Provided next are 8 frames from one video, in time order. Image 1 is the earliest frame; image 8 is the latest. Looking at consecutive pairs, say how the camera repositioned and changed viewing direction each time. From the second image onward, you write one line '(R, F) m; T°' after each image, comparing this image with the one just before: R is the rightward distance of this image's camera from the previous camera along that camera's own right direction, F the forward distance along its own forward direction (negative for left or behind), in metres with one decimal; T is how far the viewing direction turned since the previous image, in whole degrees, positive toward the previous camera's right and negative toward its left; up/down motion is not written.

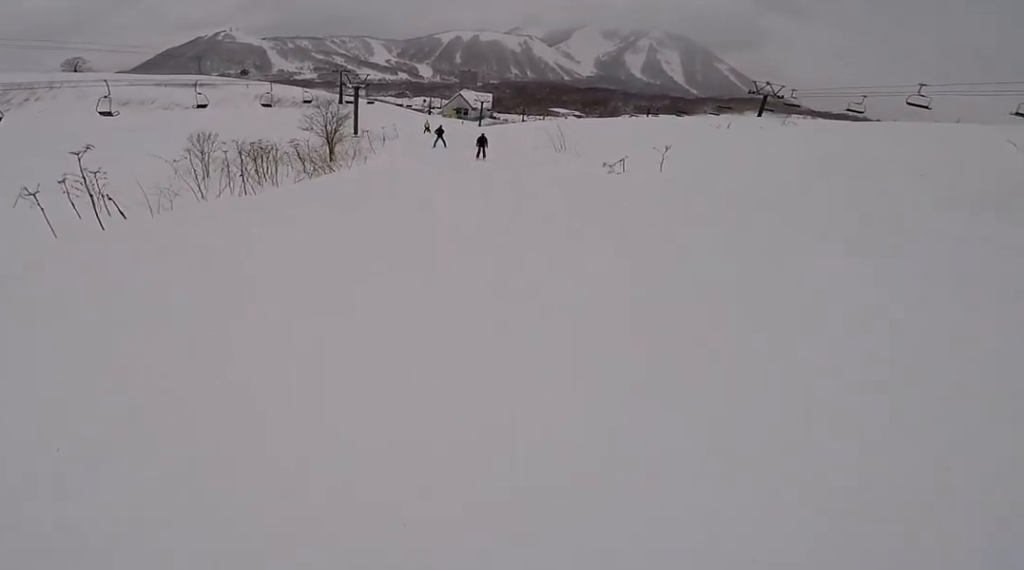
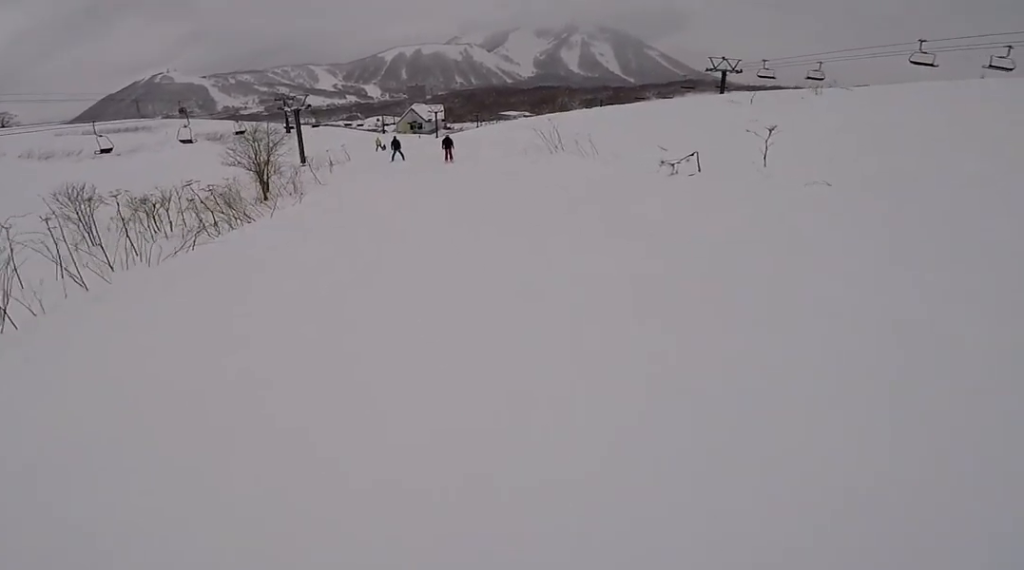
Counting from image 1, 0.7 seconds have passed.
(-0.6, +7.0) m; +2°
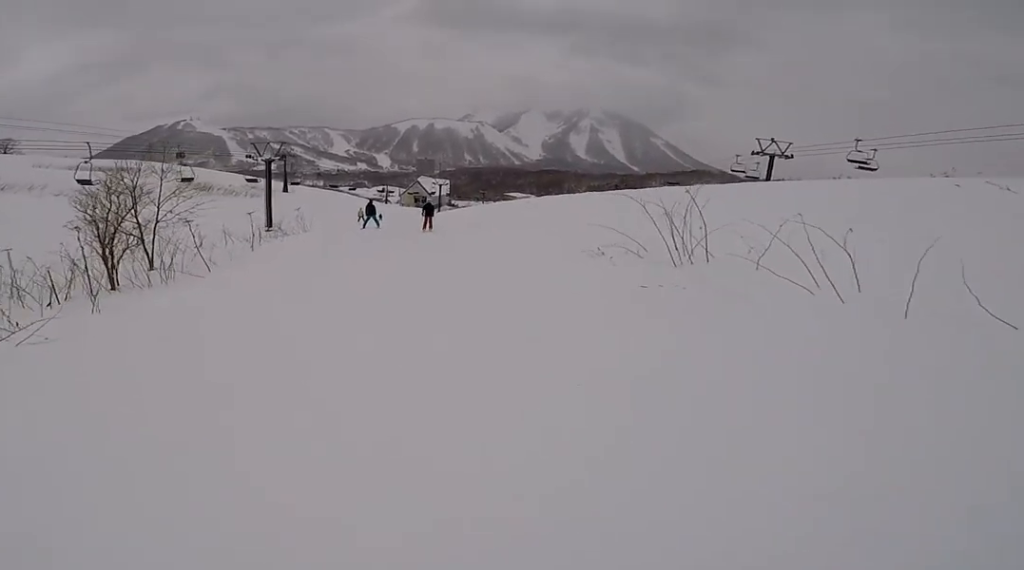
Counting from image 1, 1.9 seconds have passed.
(+1.0, +12.7) m; +6°
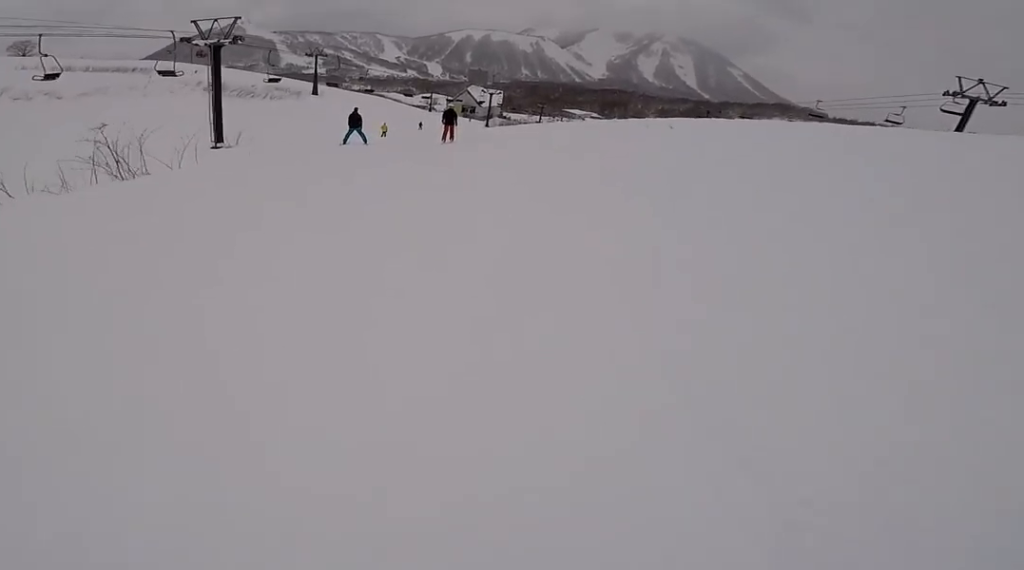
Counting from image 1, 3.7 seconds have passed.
(-1.7, +17.4) m; -8°
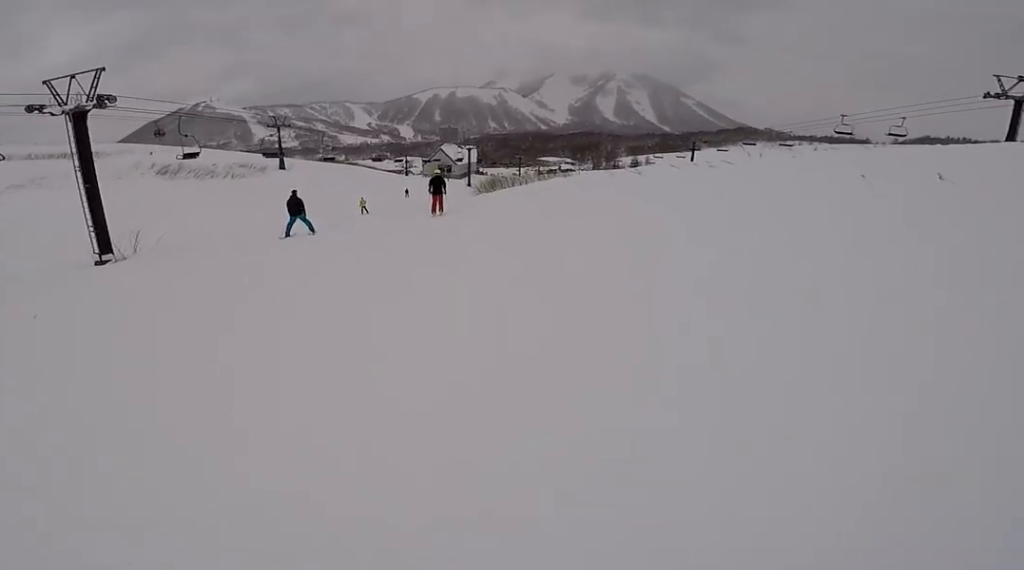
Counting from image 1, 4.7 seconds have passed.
(+0.3, +10.4) m; -3°
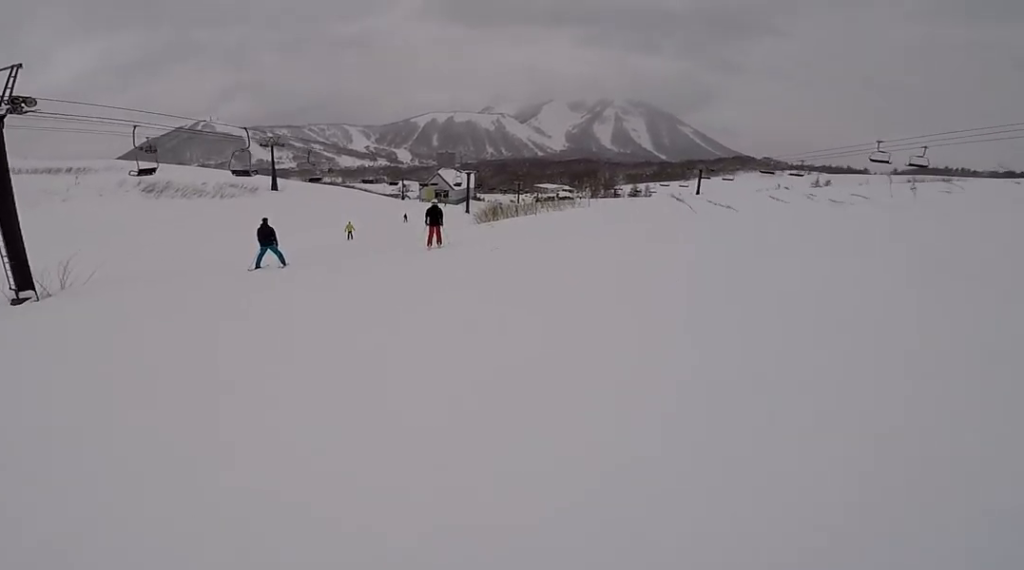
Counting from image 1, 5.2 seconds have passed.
(-0.1, +4.5) m; -1°
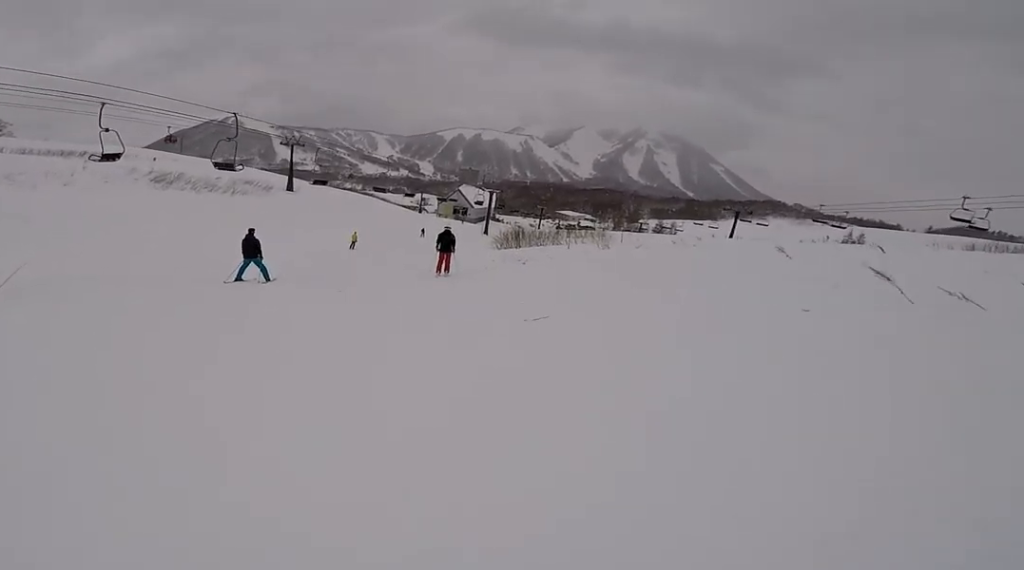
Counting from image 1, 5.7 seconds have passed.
(-0.7, +4.5) m; 0°
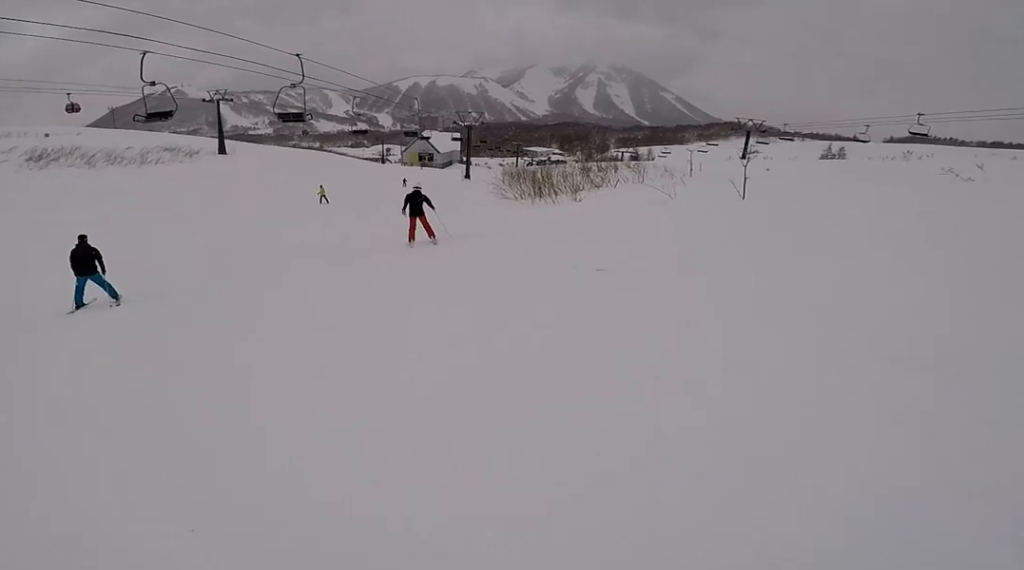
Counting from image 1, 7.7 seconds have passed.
(+0.8, +17.9) m; +3°
